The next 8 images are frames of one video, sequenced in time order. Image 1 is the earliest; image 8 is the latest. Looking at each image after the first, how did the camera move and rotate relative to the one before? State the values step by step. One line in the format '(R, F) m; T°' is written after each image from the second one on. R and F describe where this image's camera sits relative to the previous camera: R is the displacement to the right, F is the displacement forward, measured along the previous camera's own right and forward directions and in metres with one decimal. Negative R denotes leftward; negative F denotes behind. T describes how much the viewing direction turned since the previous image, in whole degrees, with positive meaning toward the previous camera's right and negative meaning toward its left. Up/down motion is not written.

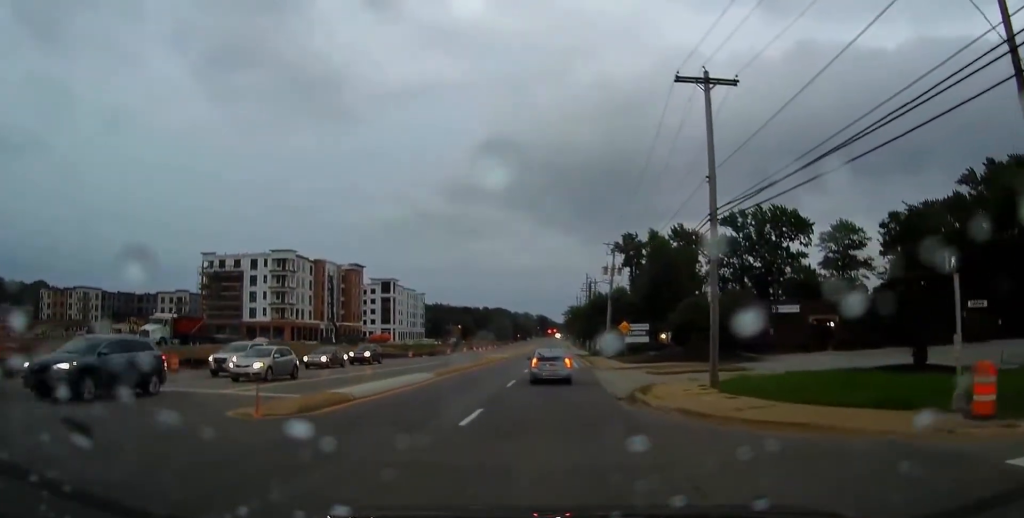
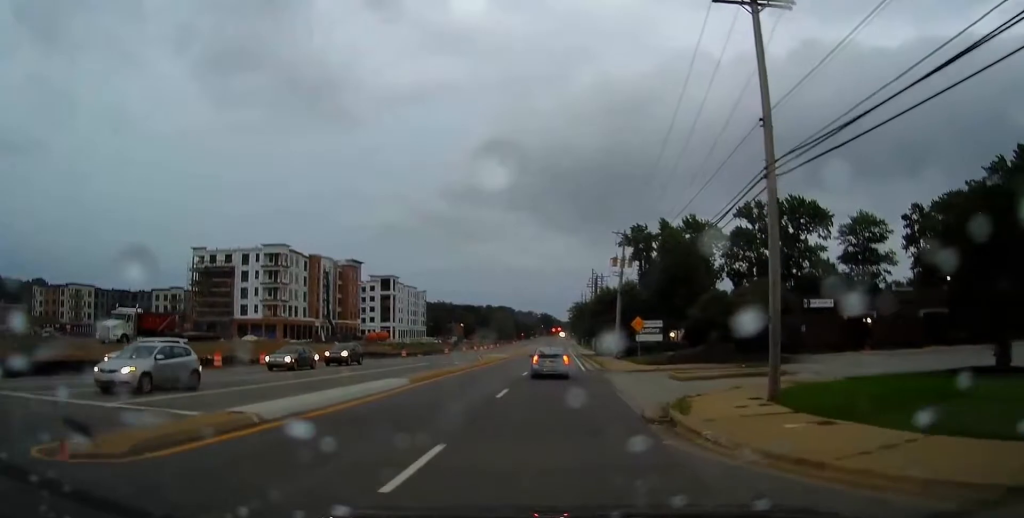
(-0.1, +4.8) m; +1°
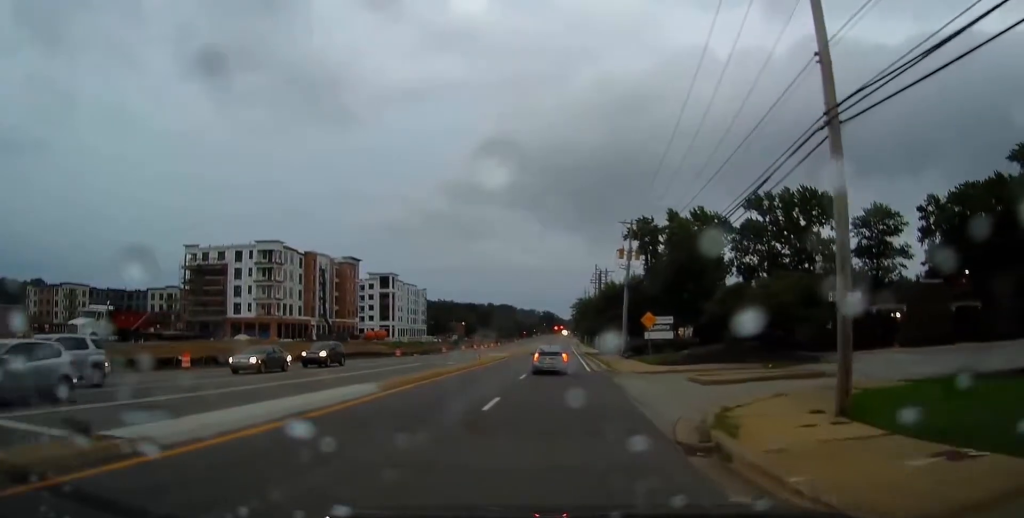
(+0.1, +3.6) m; +1°
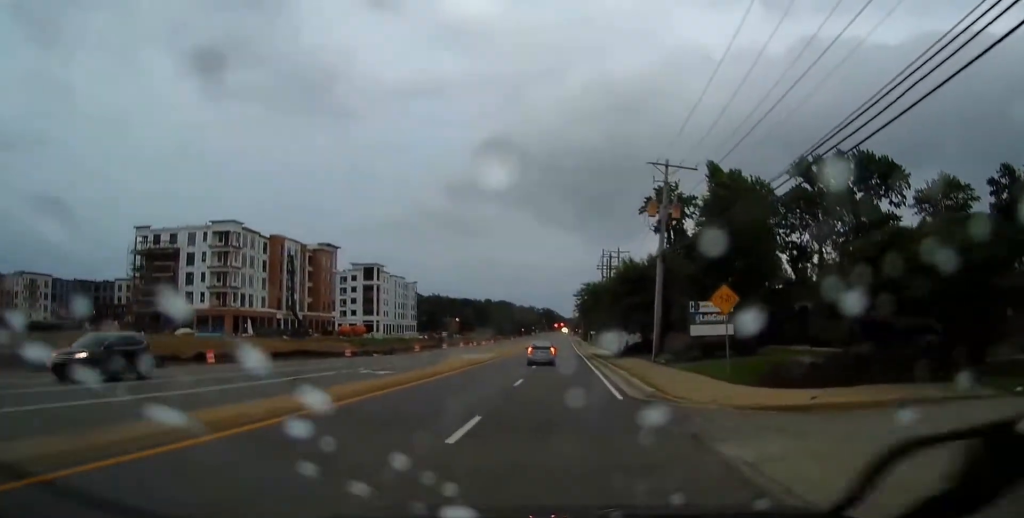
(+0.5, +16.4) m; +1°
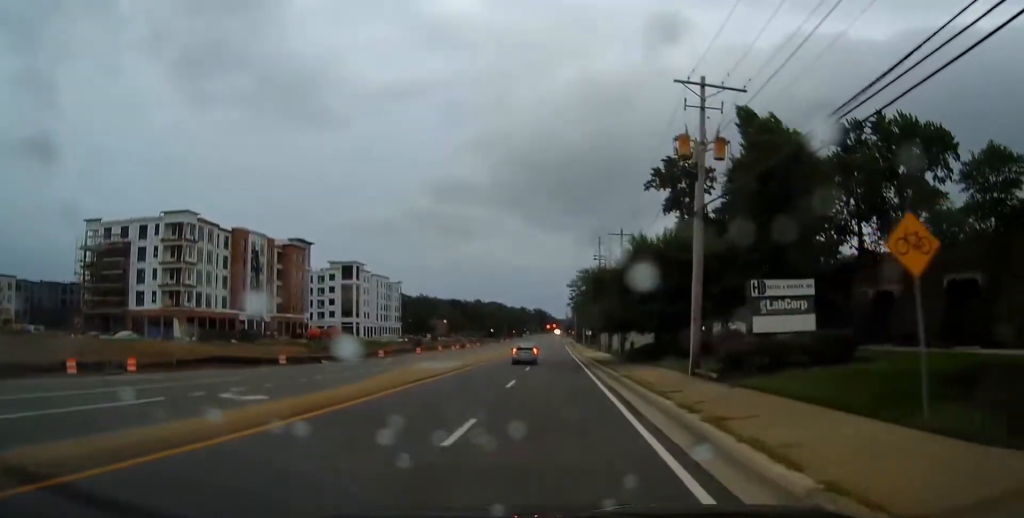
(-0.1, +11.7) m; +1°
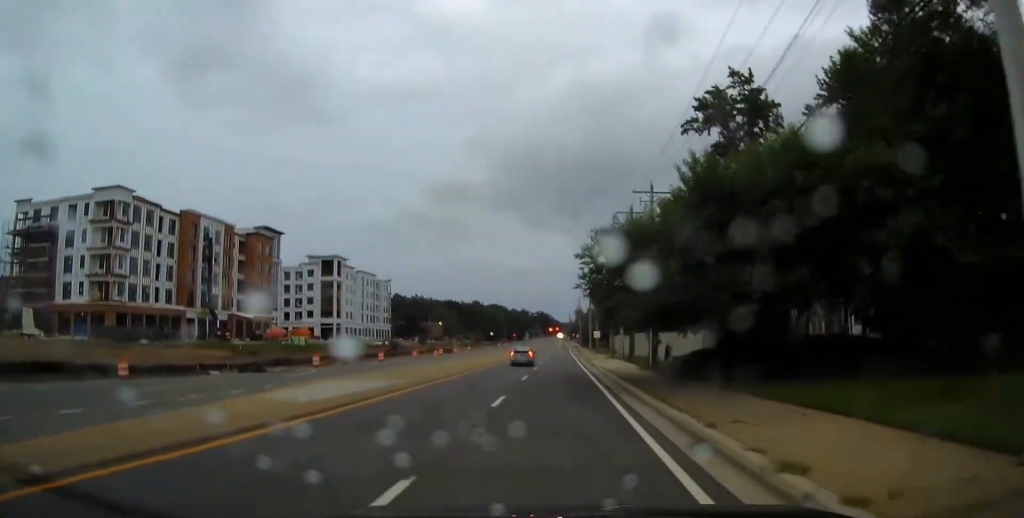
(+0.4, +17.5) m; +1°
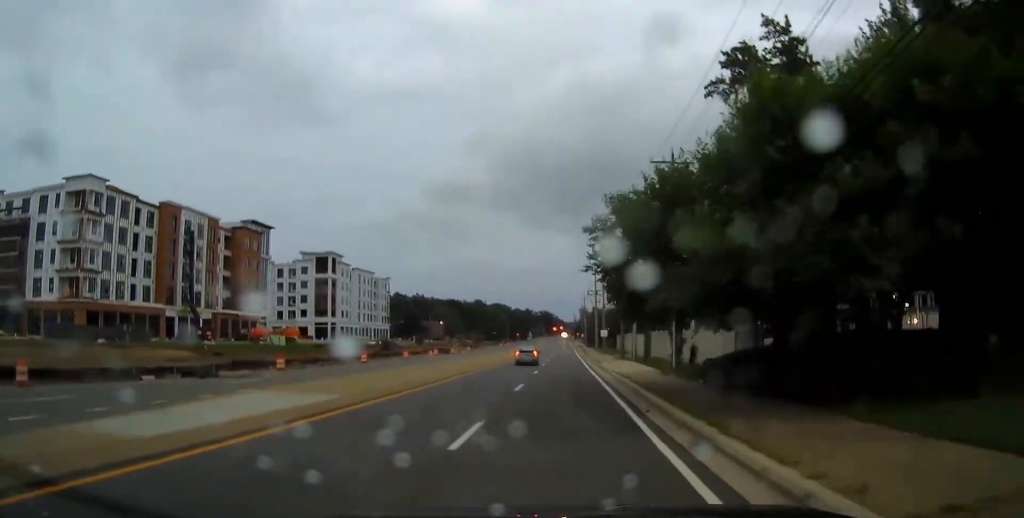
(+0.1, +6.3) m; -1°
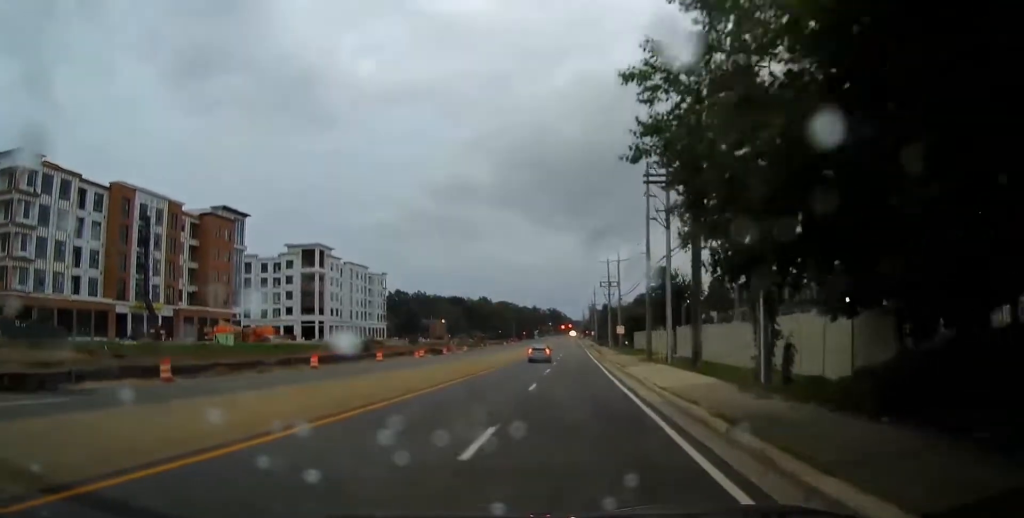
(-0.2, +12.6) m; -1°
